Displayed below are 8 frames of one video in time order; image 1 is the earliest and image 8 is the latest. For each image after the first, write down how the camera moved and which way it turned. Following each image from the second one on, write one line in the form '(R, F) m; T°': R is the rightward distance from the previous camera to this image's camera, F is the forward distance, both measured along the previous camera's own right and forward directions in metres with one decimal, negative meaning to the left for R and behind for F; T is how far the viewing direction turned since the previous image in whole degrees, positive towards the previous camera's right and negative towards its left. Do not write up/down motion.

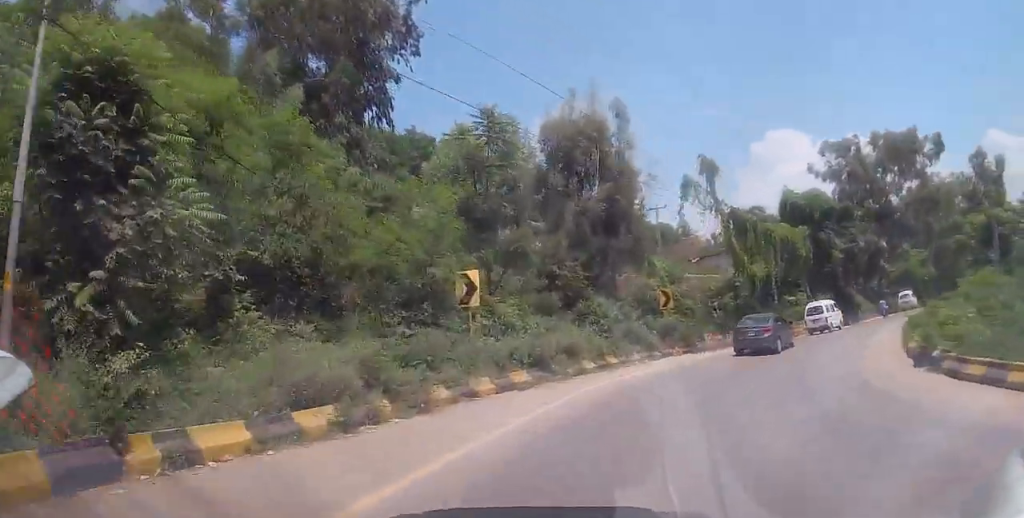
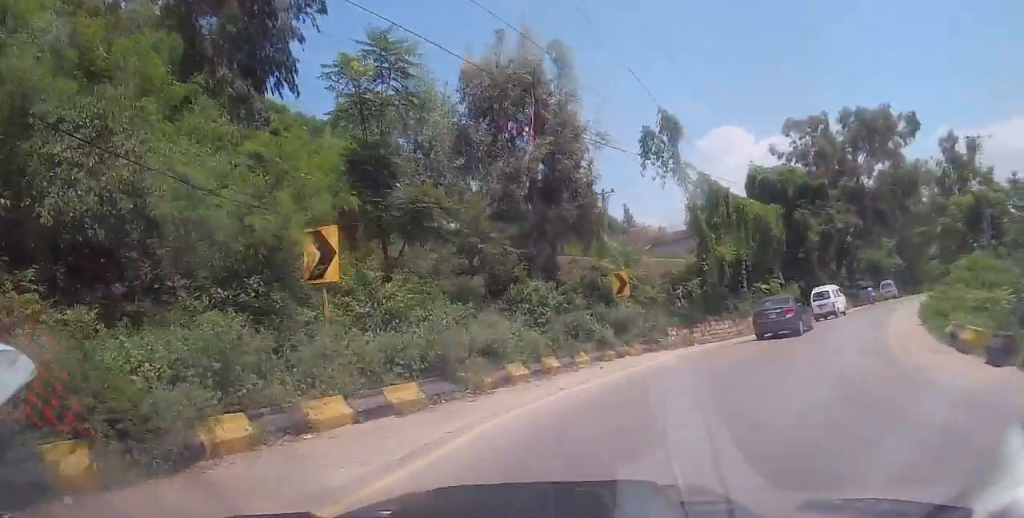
(+0.5, +6.0) m; +5°
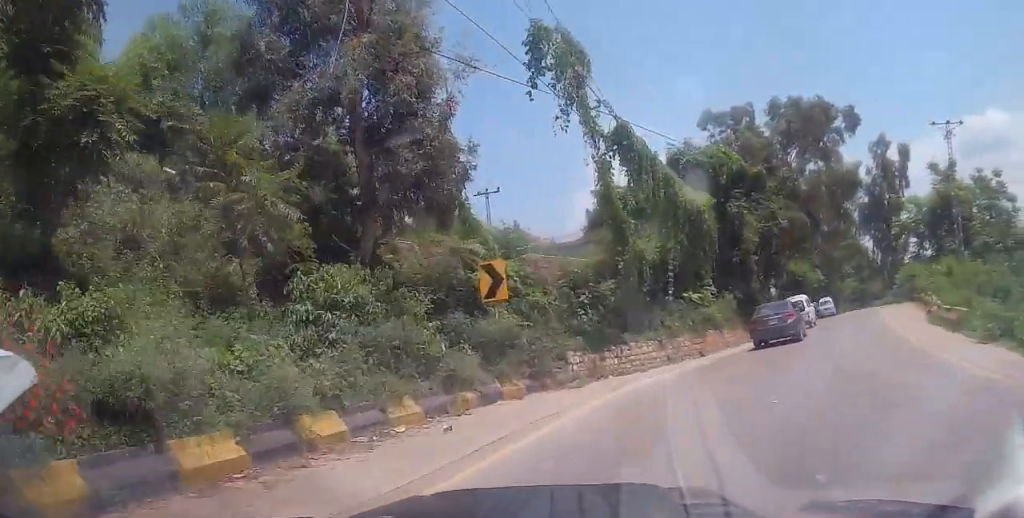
(+0.4, +9.0) m; +9°
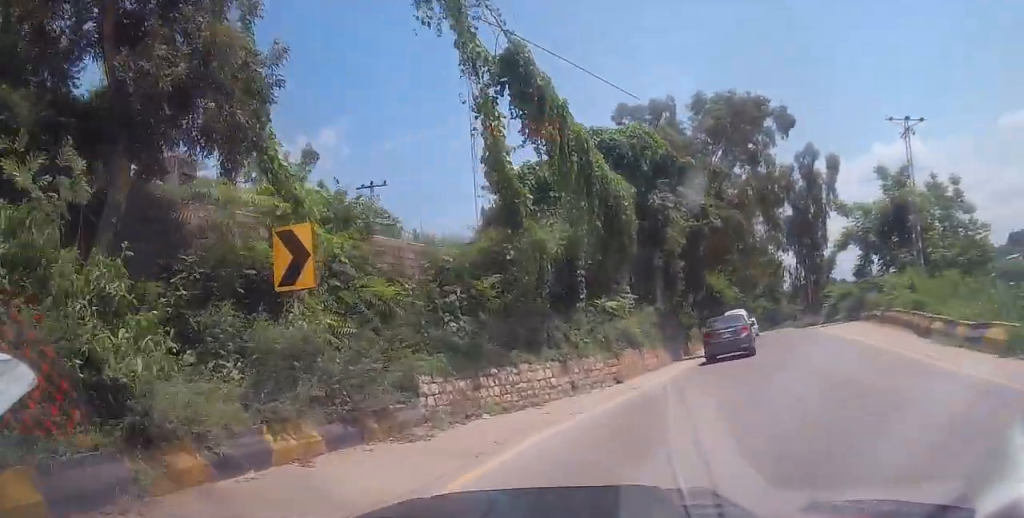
(+0.4, +5.8) m; +8°
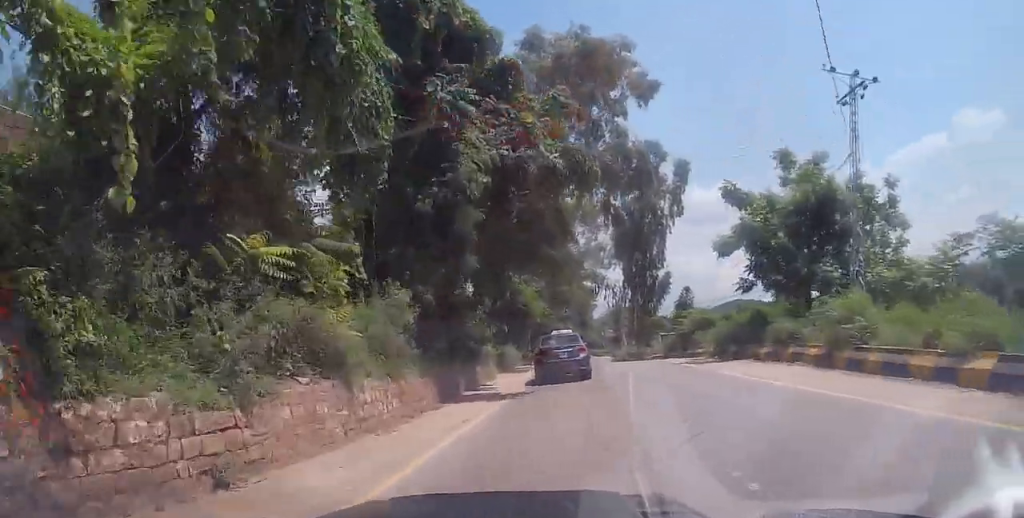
(+1.9, +12.4) m; +13°
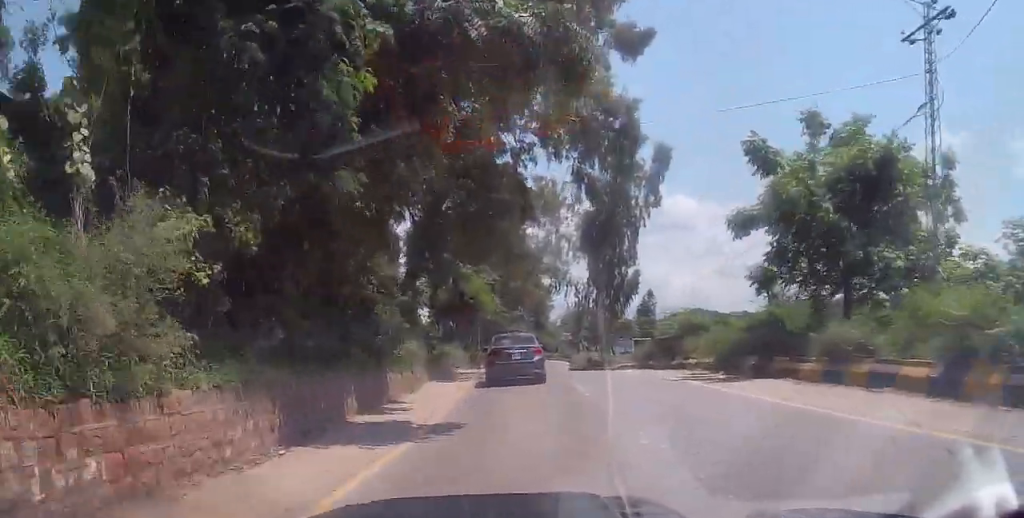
(+0.5, +6.9) m; +4°
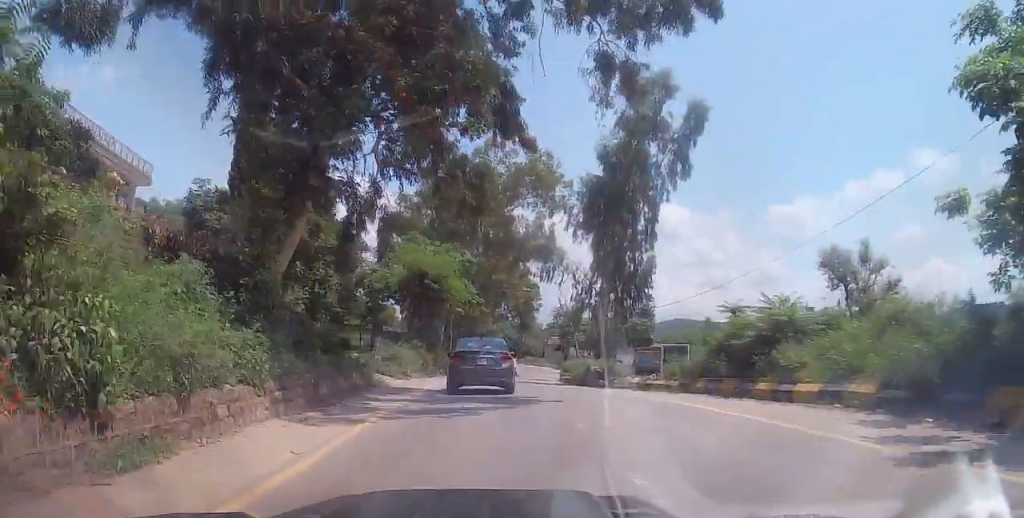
(+0.1, +11.6) m; +2°
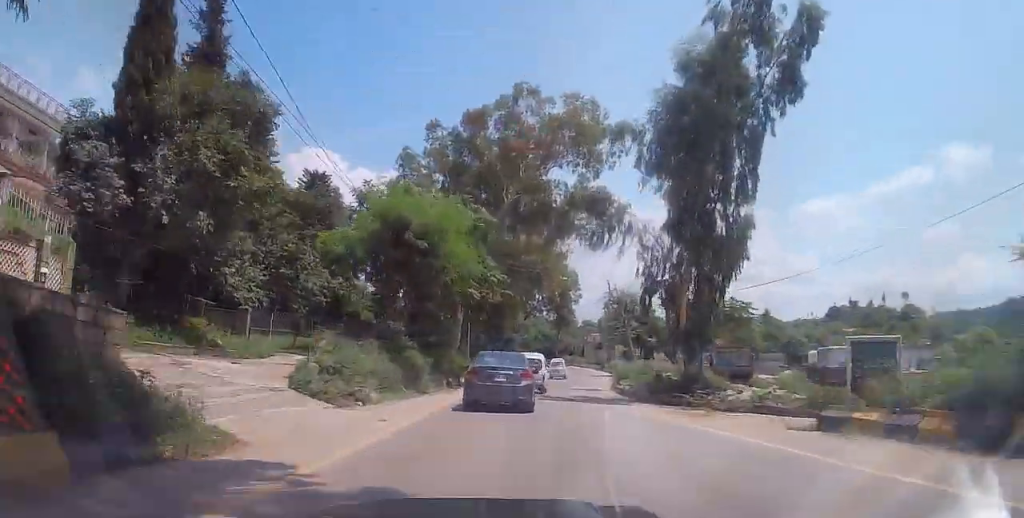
(+0.4, +12.6) m; 0°
